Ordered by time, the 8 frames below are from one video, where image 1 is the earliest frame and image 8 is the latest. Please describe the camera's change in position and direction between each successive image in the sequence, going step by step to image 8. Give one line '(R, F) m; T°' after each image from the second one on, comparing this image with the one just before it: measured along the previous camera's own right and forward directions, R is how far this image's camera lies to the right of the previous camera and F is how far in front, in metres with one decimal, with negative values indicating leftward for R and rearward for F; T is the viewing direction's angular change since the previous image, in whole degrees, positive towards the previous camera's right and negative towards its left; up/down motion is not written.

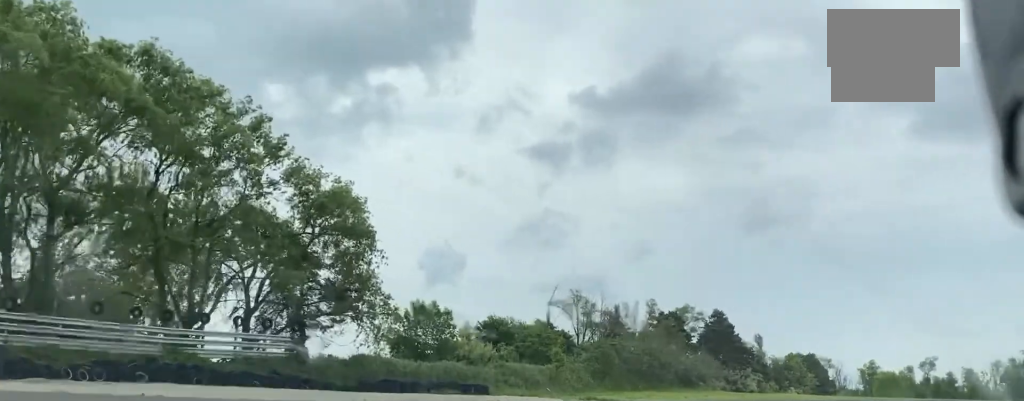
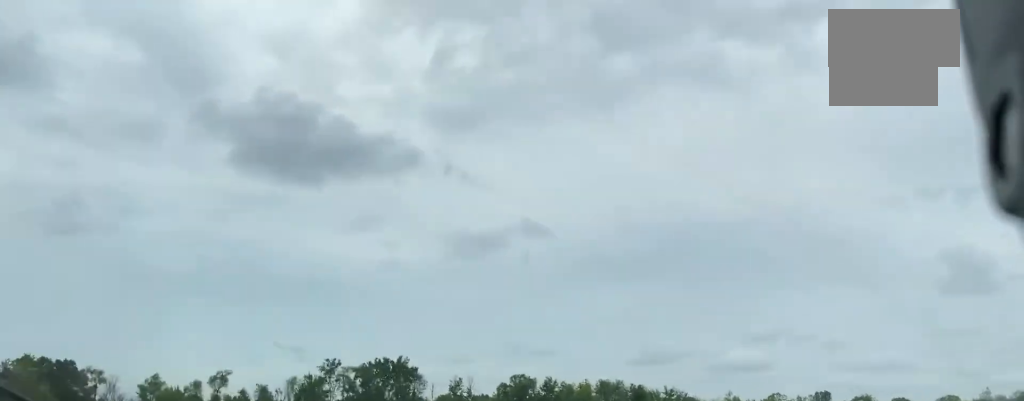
(+8.3, +48.2) m; +21°
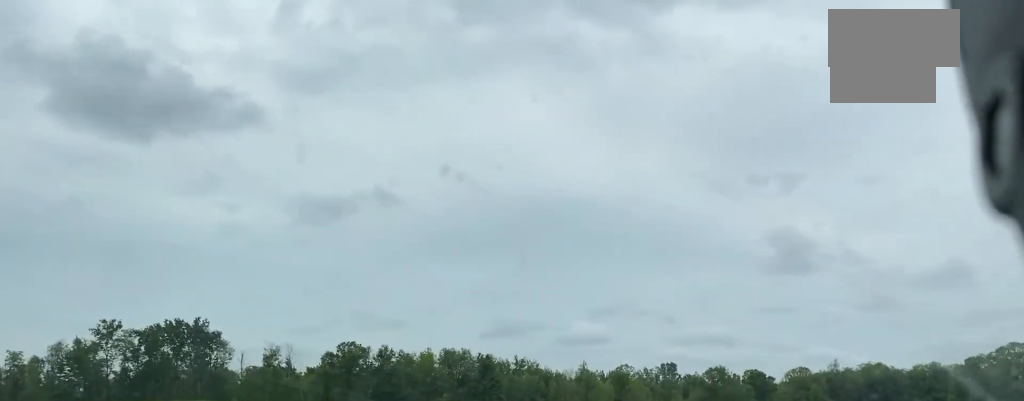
(+2.0, +24.8) m; +10°
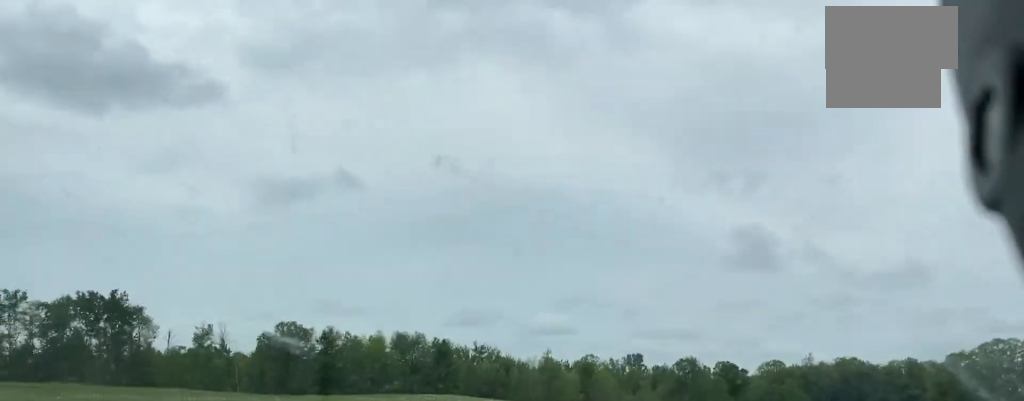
(0.0, +13.4) m; +6°
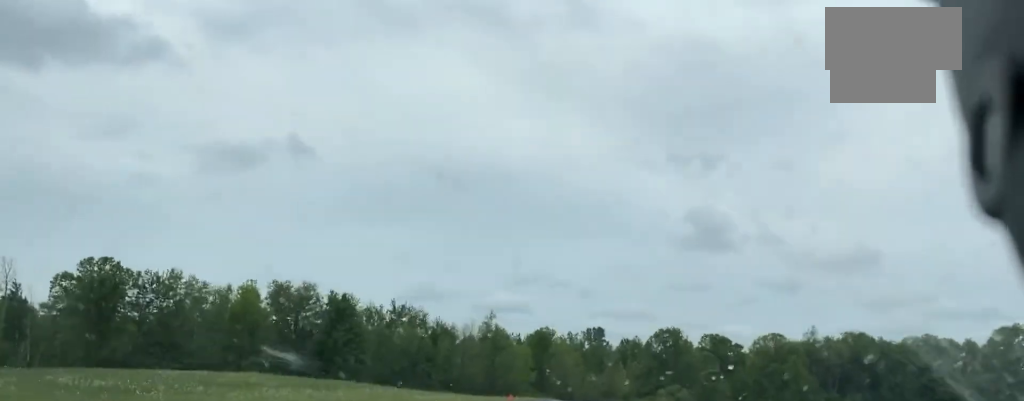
(+12.0, +43.2) m; +25°
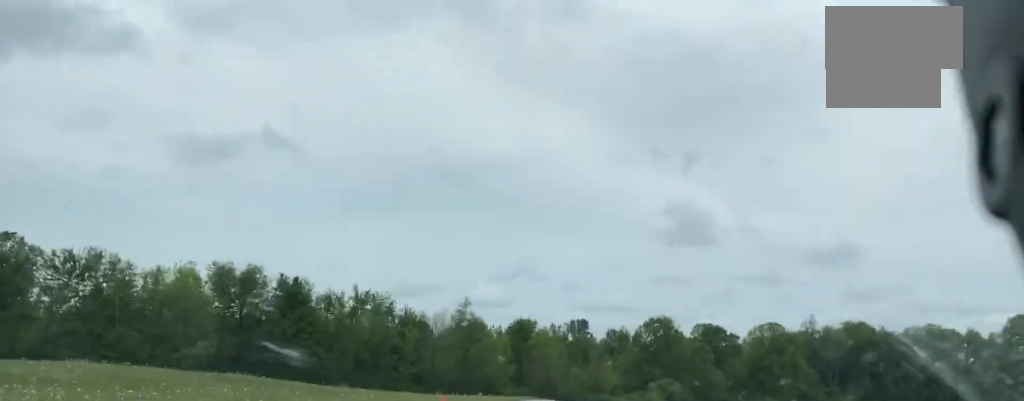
(+0.7, +14.4) m; +3°
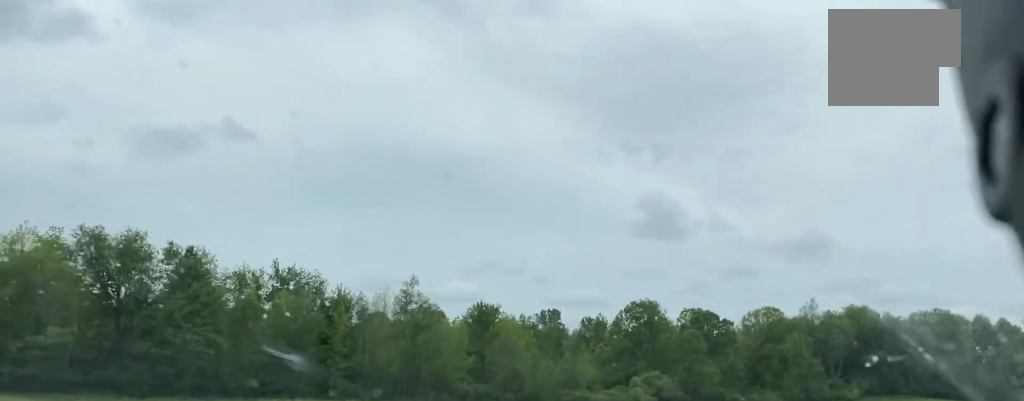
(+0.4, +26.0) m; +5°
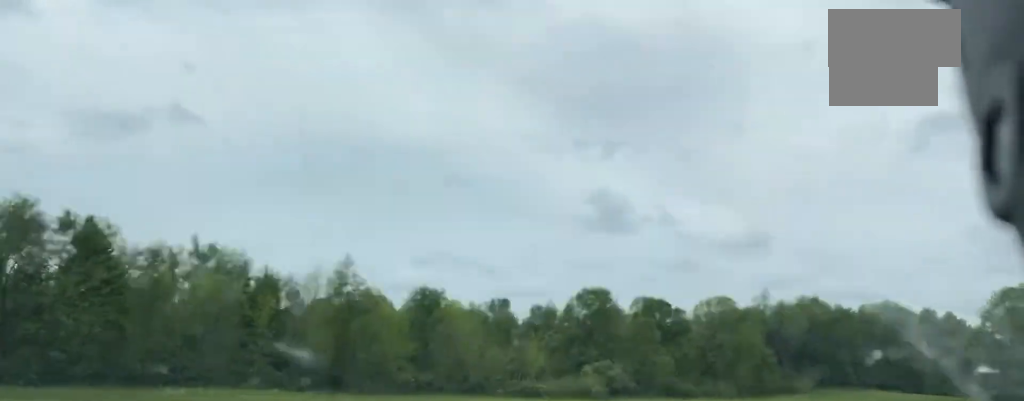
(-0.2, +12.5) m; +8°
